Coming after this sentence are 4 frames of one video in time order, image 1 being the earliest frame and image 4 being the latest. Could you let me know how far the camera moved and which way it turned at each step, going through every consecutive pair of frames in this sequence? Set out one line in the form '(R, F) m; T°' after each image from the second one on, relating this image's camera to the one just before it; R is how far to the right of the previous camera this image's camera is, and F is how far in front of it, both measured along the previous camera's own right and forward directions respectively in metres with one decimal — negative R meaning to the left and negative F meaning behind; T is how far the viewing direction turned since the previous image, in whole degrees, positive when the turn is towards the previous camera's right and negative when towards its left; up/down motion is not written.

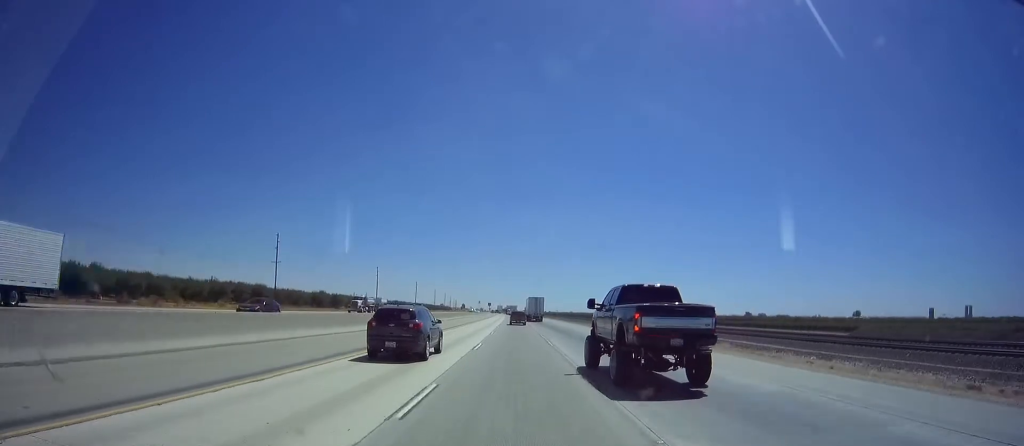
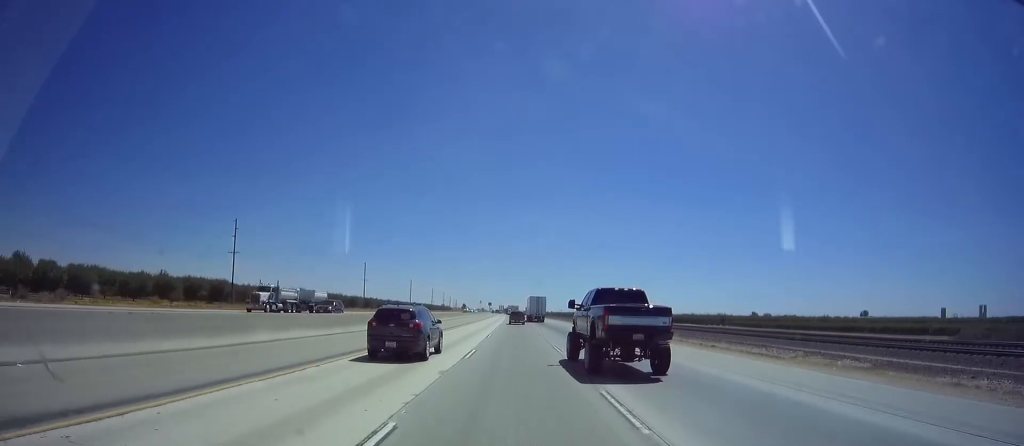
(-0.2, +18.9) m; 0°
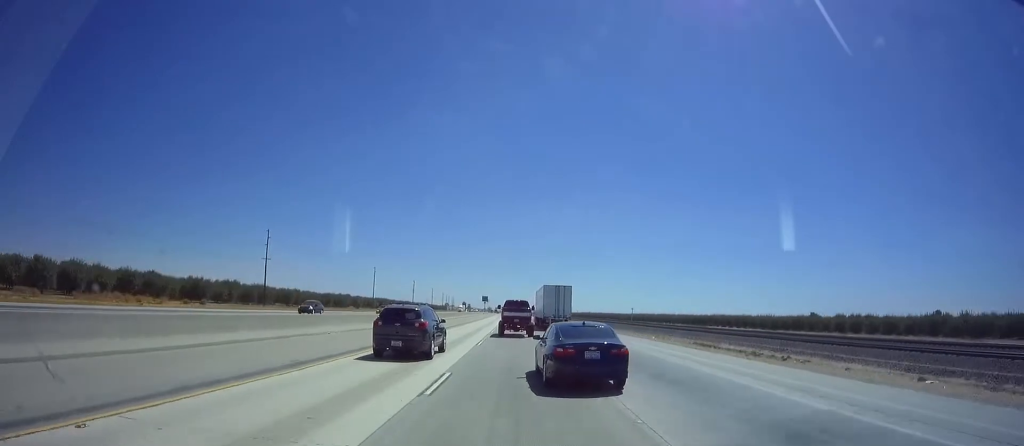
(-0.9, +169.3) m; 0°
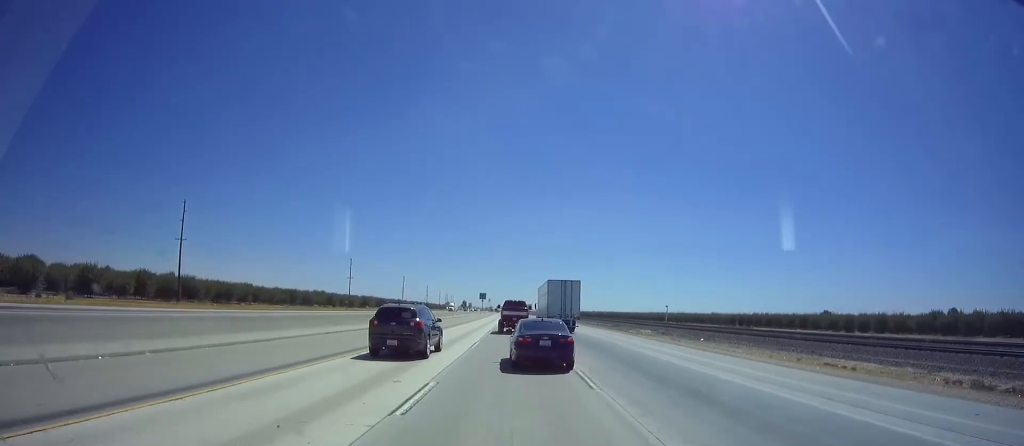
(+0.5, +31.0) m; 0°
